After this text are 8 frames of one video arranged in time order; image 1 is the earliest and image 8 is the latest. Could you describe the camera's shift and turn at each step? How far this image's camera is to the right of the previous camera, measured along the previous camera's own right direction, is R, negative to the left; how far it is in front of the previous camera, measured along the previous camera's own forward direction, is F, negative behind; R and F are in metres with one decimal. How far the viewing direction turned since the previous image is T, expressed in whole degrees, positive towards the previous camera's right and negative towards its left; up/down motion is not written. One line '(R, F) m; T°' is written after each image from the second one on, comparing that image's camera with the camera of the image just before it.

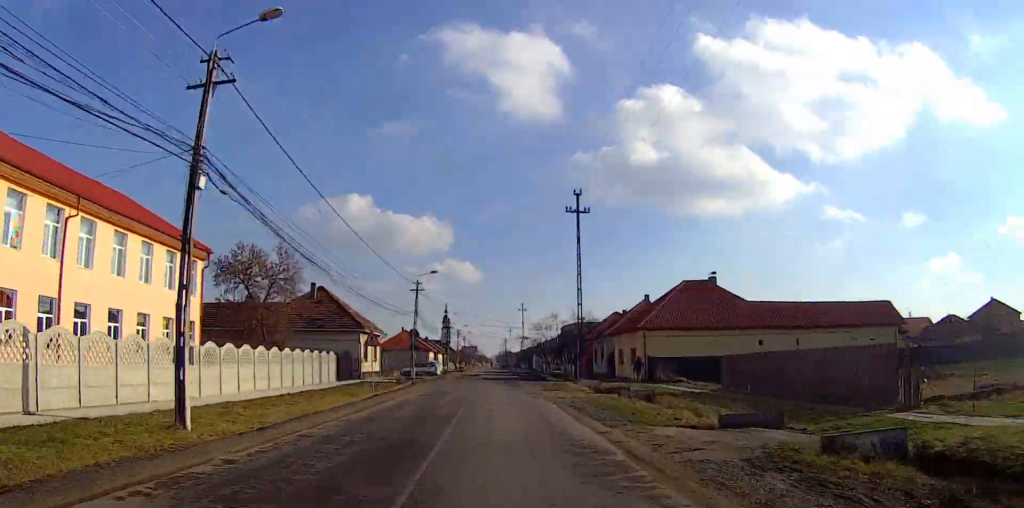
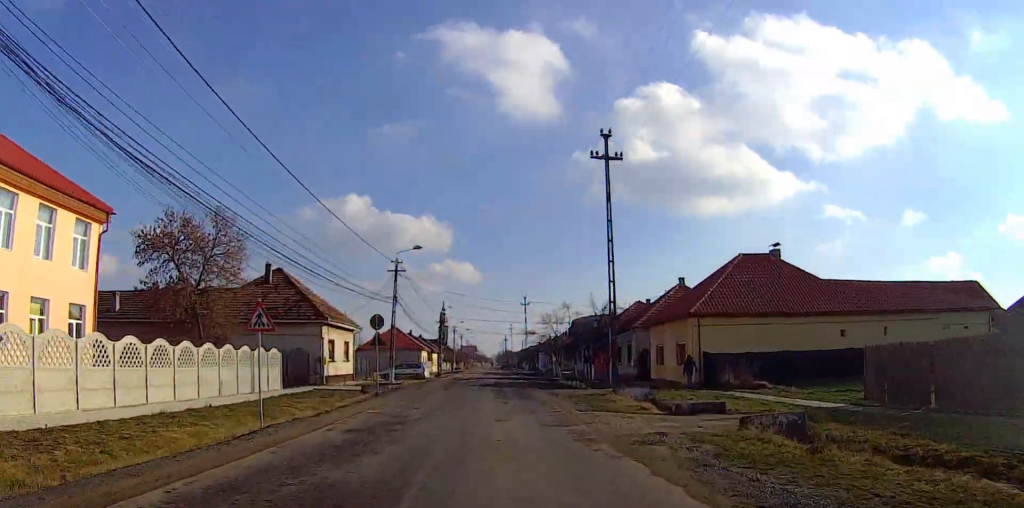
(-0.1, +12.1) m; +1°
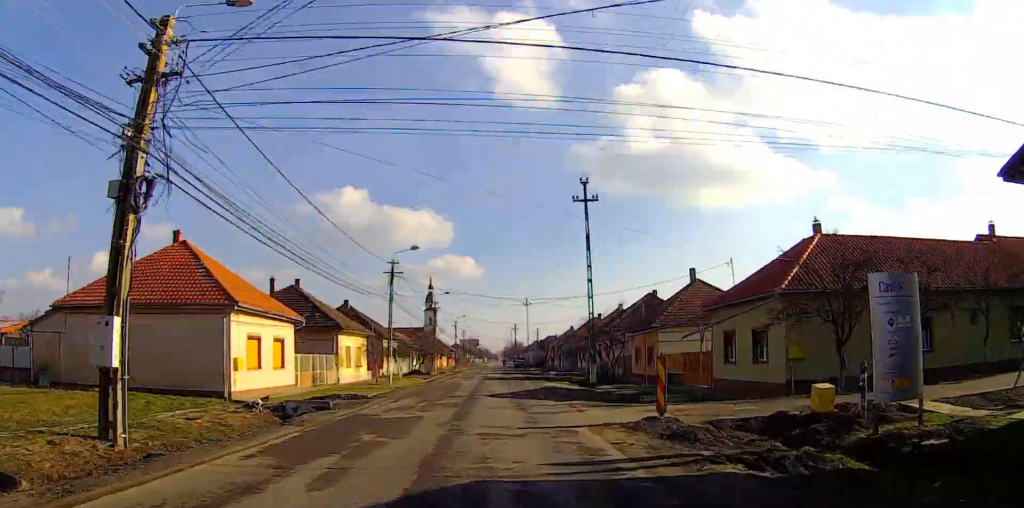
(-0.4, +78.8) m; -2°
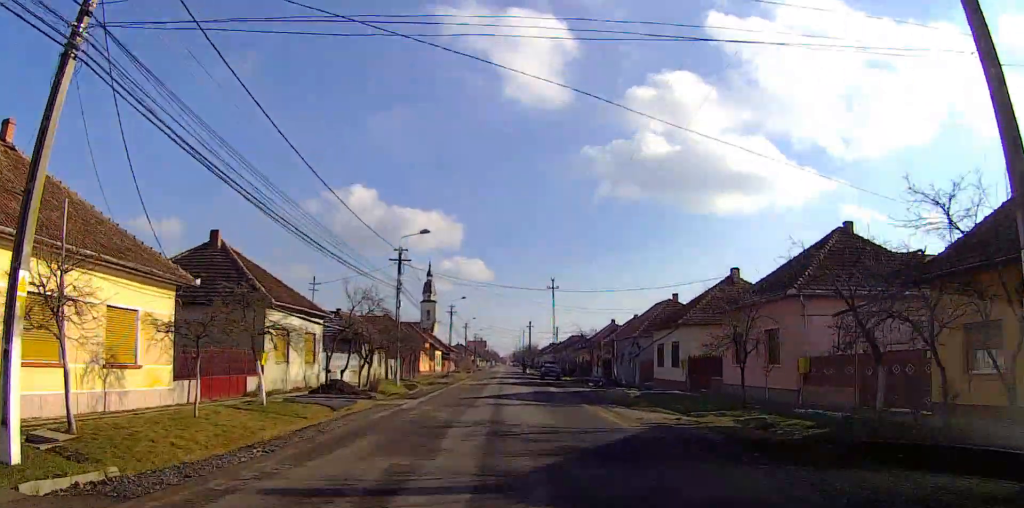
(0.0, +36.5) m; +1°
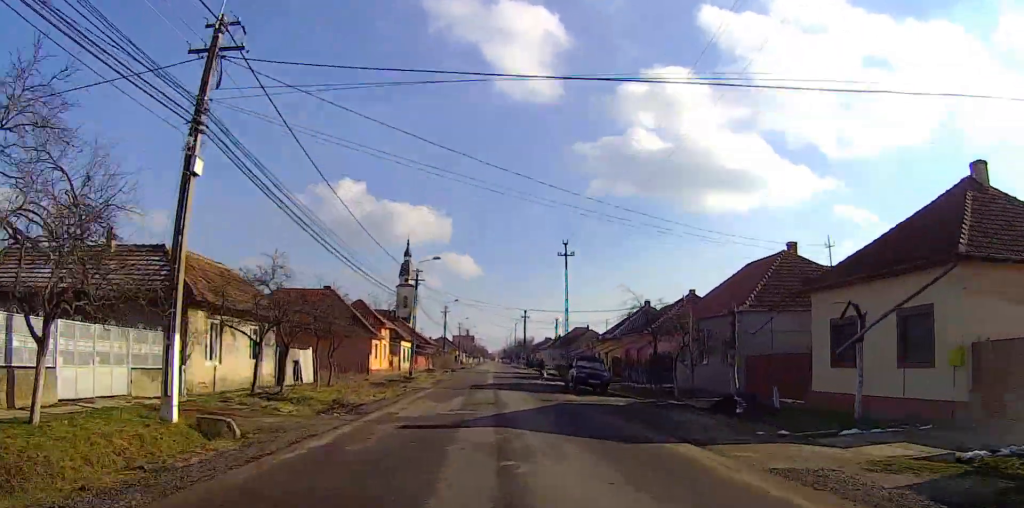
(+0.5, +25.5) m; +1°
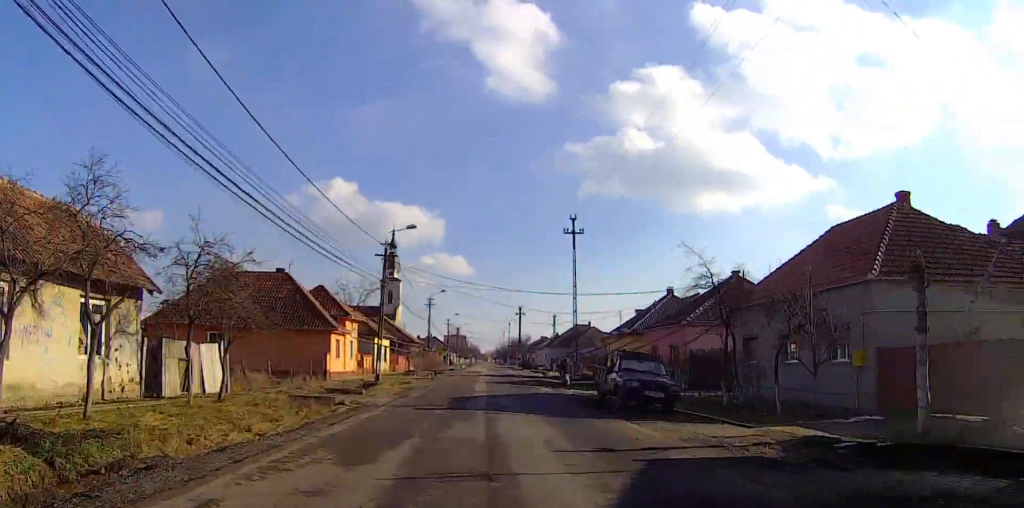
(0.0, +11.1) m; +1°
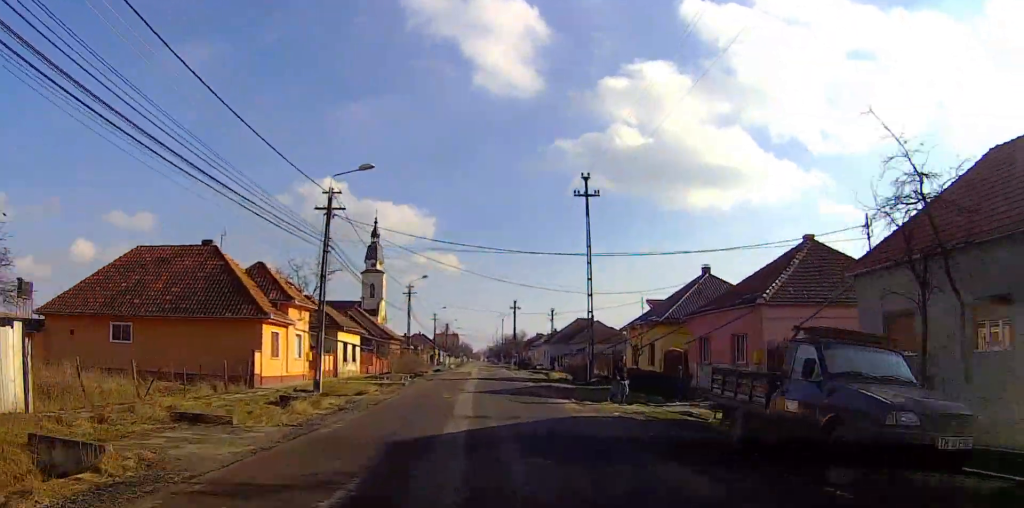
(-0.2, +10.7) m; +1°
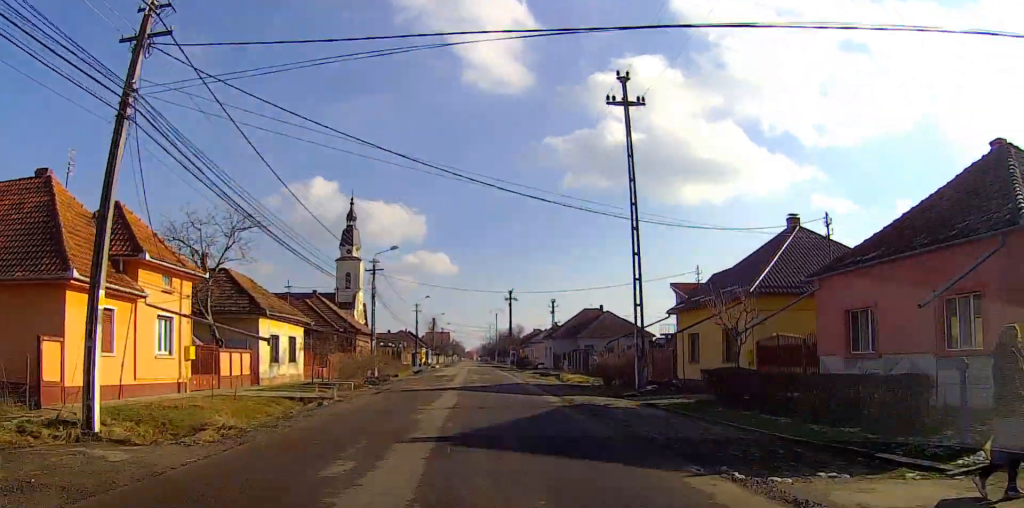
(+0.2, +14.2) m; 0°
